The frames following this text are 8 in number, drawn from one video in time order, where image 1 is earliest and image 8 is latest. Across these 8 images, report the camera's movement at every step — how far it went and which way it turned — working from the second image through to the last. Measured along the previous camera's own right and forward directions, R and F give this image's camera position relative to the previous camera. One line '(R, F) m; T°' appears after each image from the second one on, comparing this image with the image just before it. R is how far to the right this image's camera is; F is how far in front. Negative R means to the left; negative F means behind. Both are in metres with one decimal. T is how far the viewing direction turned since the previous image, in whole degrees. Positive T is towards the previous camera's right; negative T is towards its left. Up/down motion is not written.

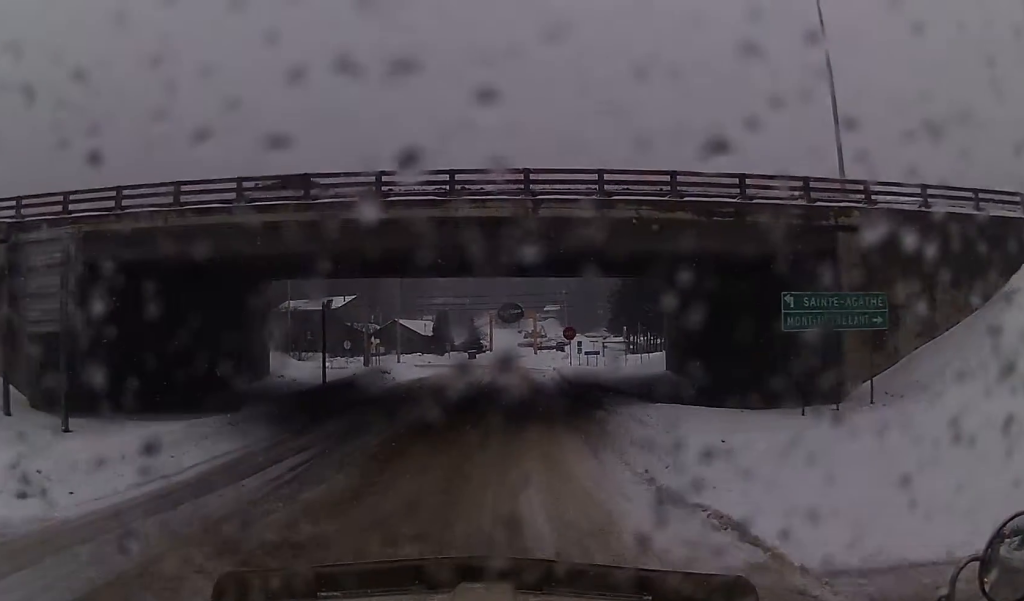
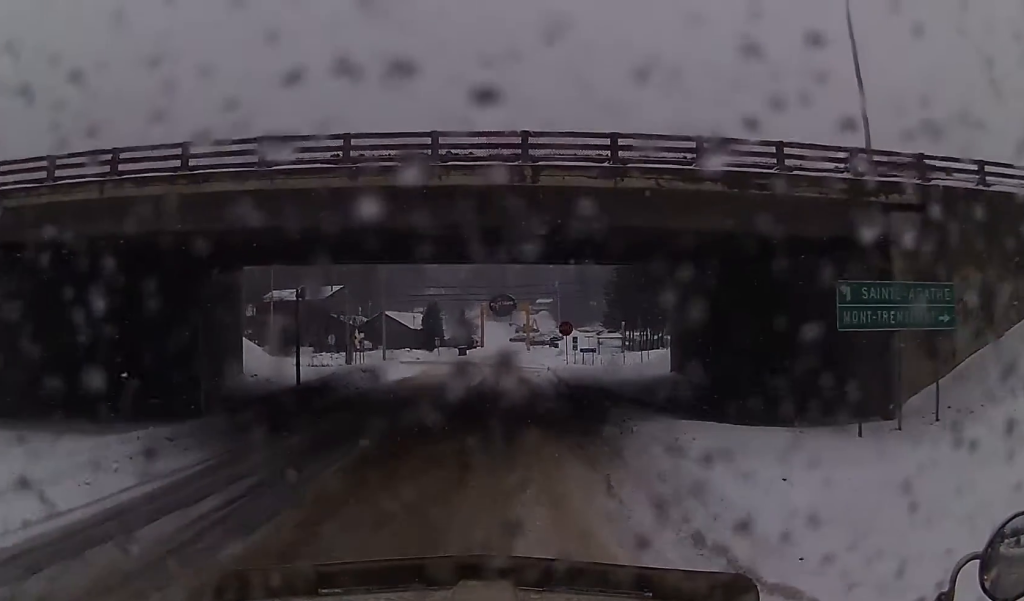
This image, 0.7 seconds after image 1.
(+0.1, +3.3) m; +1°
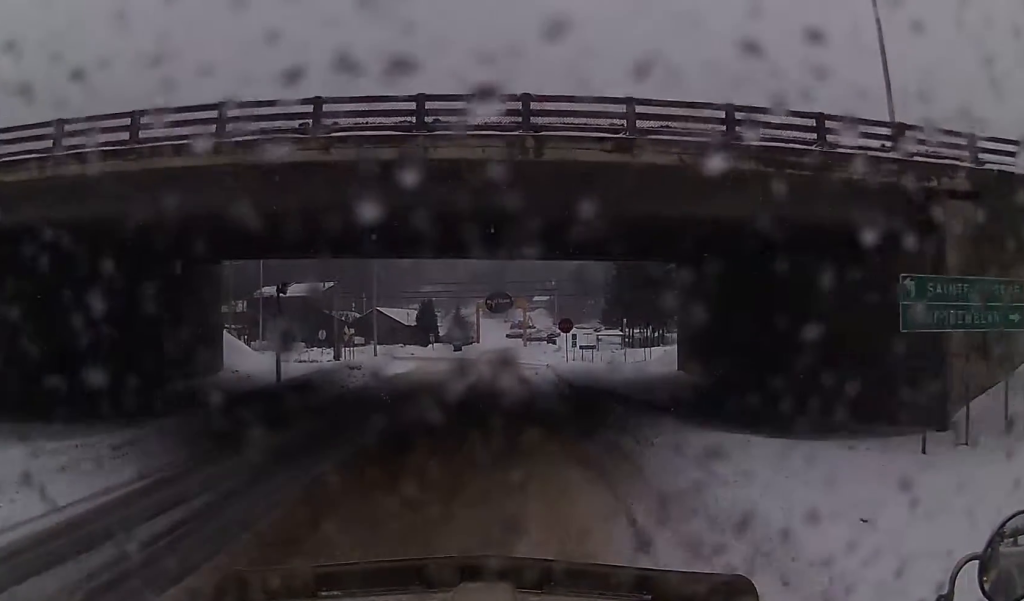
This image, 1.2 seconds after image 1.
(-0.1, +2.5) m; +1°
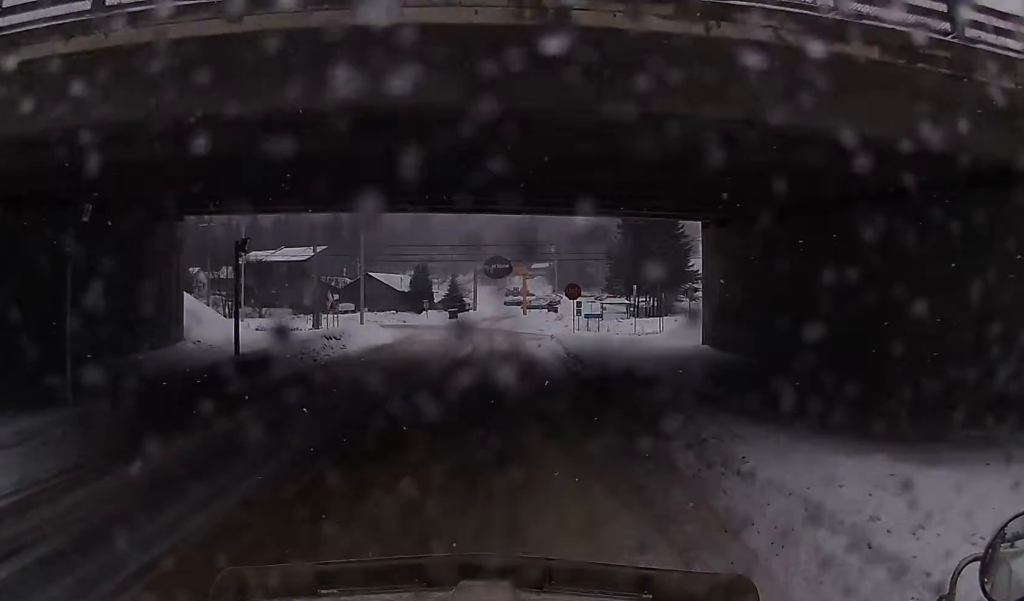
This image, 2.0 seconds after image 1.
(+0.1, +4.6) m; +1°
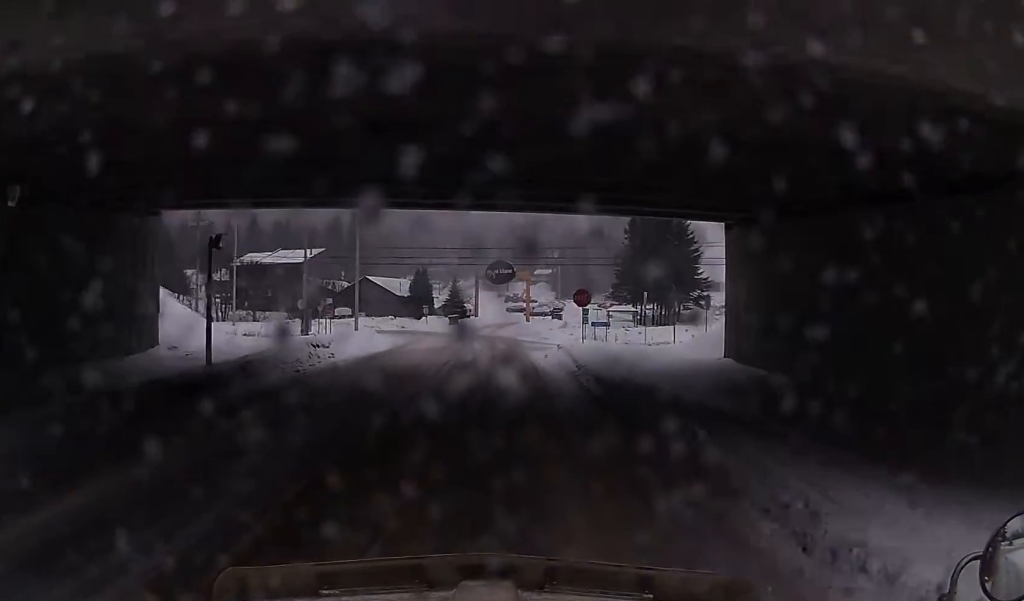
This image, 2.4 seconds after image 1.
(+0.1, +2.6) m; 0°
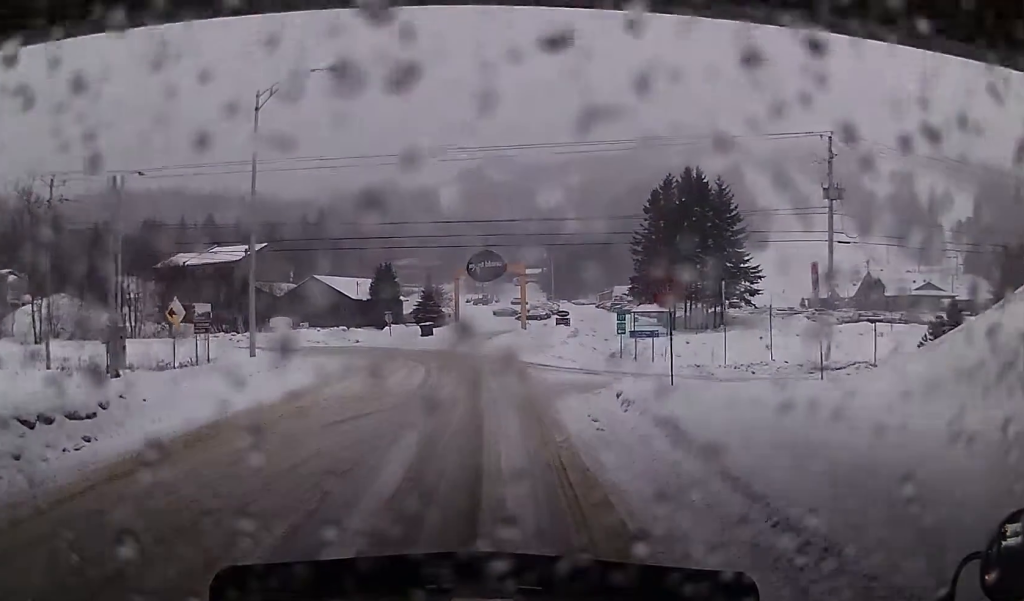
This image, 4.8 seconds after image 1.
(-0.5, +18.7) m; +1°
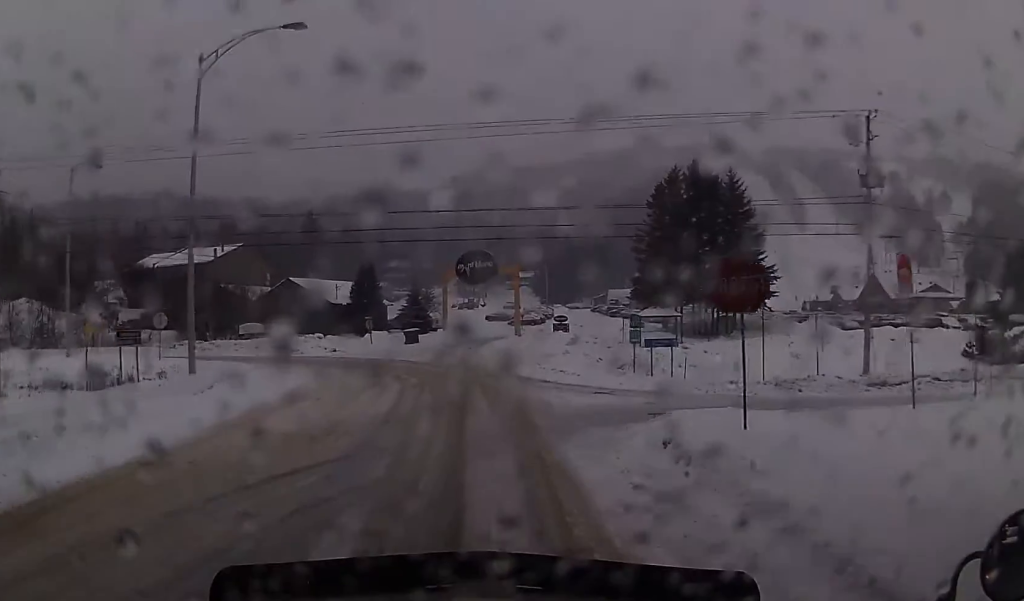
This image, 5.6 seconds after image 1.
(+0.4, +6.3) m; +1°
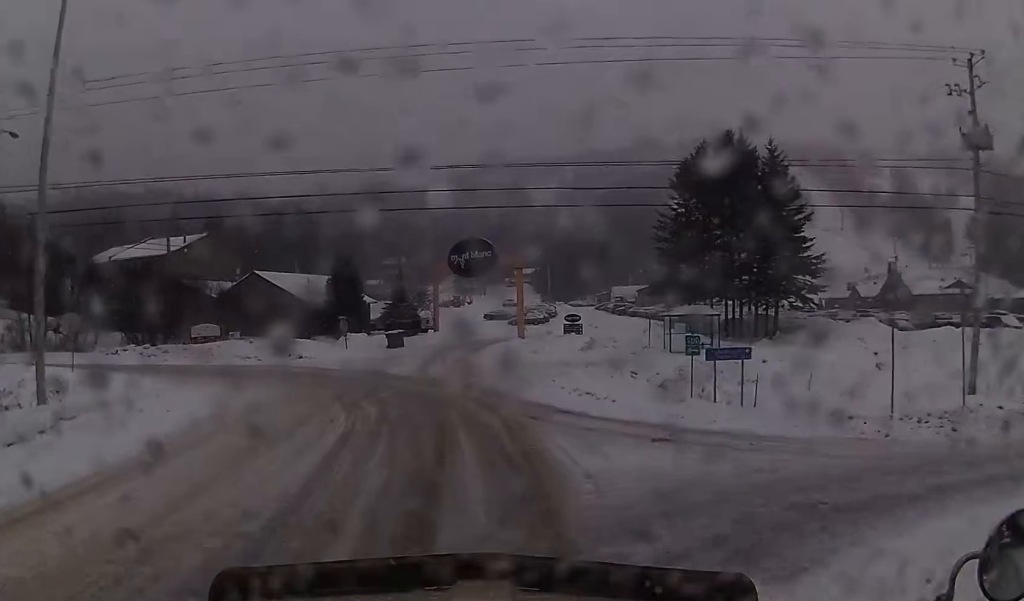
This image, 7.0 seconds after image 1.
(-0.7, +11.0) m; -5°
